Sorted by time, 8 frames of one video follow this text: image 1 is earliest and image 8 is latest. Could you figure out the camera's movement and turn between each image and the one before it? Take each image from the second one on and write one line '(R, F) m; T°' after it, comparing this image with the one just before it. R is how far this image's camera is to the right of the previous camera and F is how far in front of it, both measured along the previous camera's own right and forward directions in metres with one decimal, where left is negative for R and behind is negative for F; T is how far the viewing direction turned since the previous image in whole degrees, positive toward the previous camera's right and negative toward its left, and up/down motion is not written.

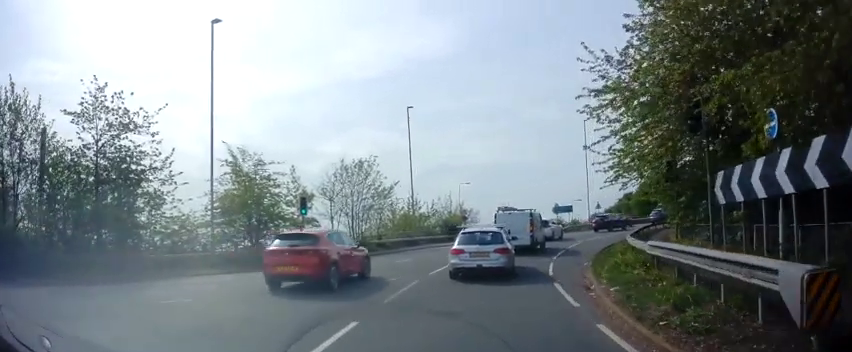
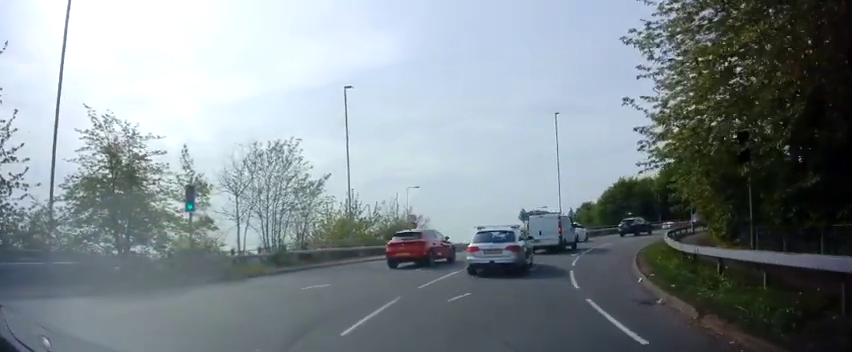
(+0.6, +7.8) m; +6°
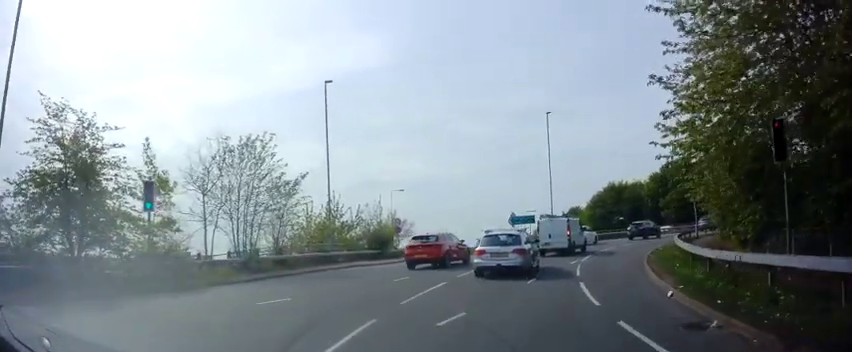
(+0.1, +2.1) m; +1°
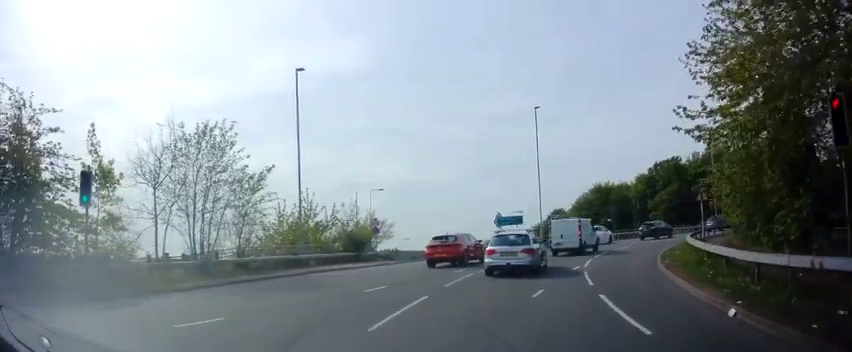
(+0.1, +2.7) m; +2°
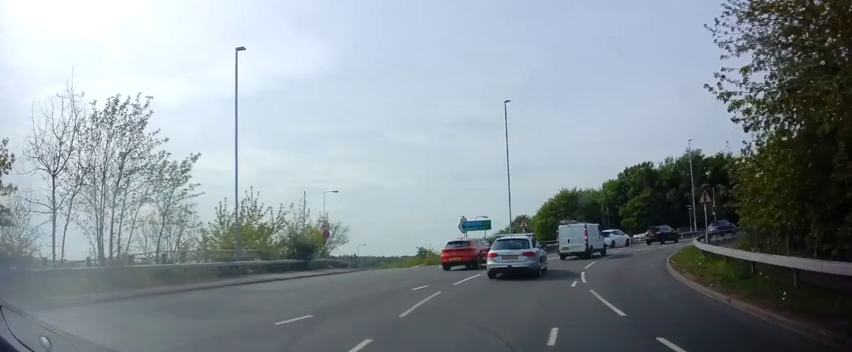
(0.0, +4.1) m; +4°
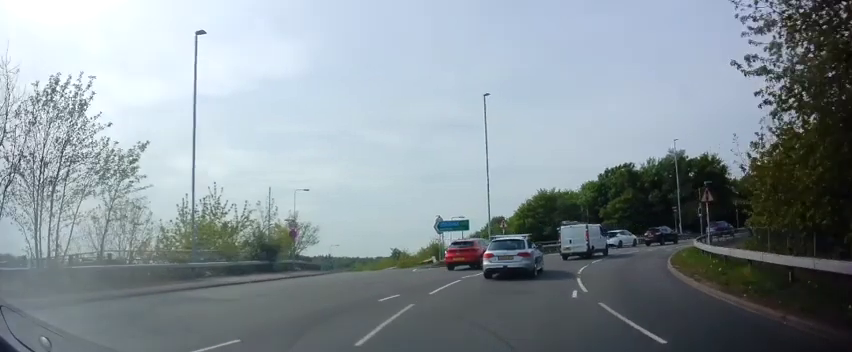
(-0.1, +2.2) m; +3°
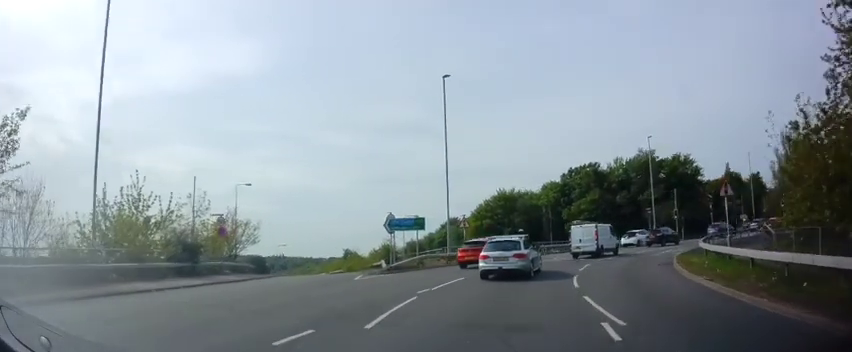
(+0.4, +4.4) m; +8°
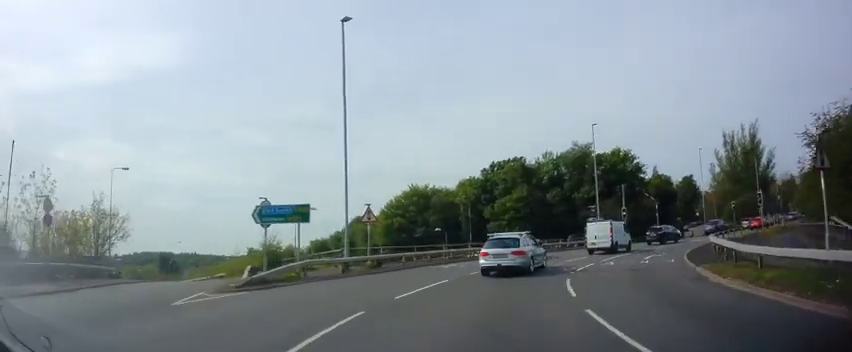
(+0.9, +8.3) m; +11°
